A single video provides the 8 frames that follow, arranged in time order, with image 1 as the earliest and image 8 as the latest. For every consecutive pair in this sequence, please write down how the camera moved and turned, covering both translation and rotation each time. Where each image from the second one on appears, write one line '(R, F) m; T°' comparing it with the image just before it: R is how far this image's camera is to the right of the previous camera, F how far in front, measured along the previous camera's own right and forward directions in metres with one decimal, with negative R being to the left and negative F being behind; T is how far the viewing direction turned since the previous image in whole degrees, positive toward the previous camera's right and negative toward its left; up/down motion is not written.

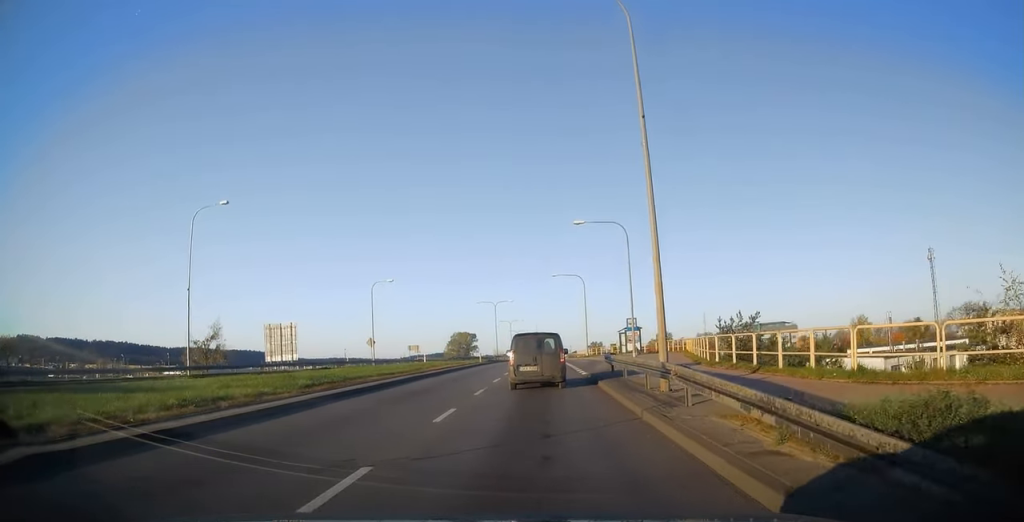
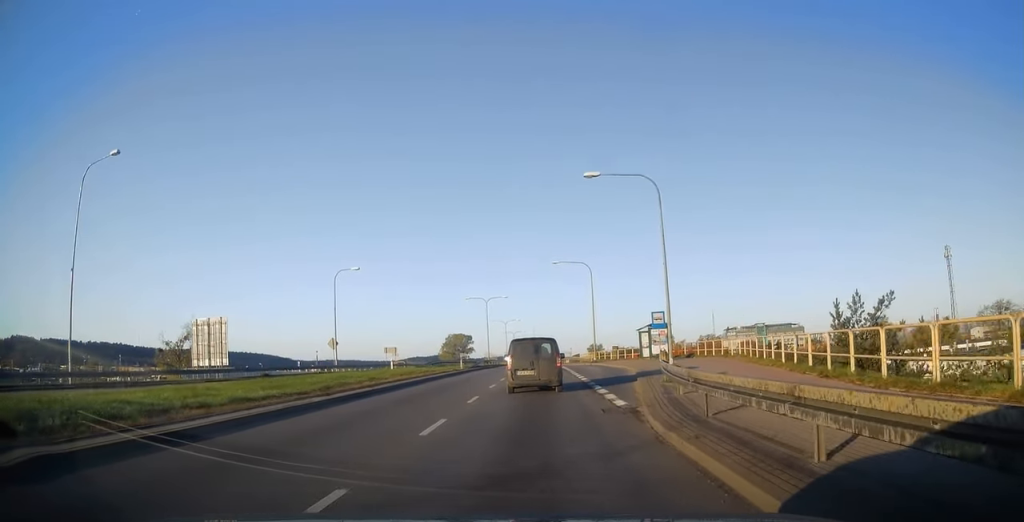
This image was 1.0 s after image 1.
(+0.3, +13.2) m; +1°
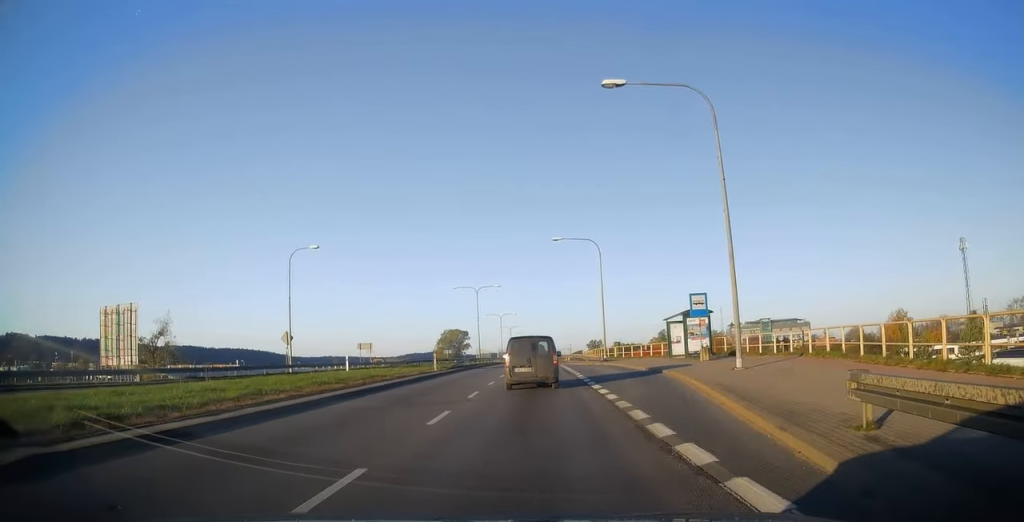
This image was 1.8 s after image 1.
(+0.1, +11.1) m; -1°
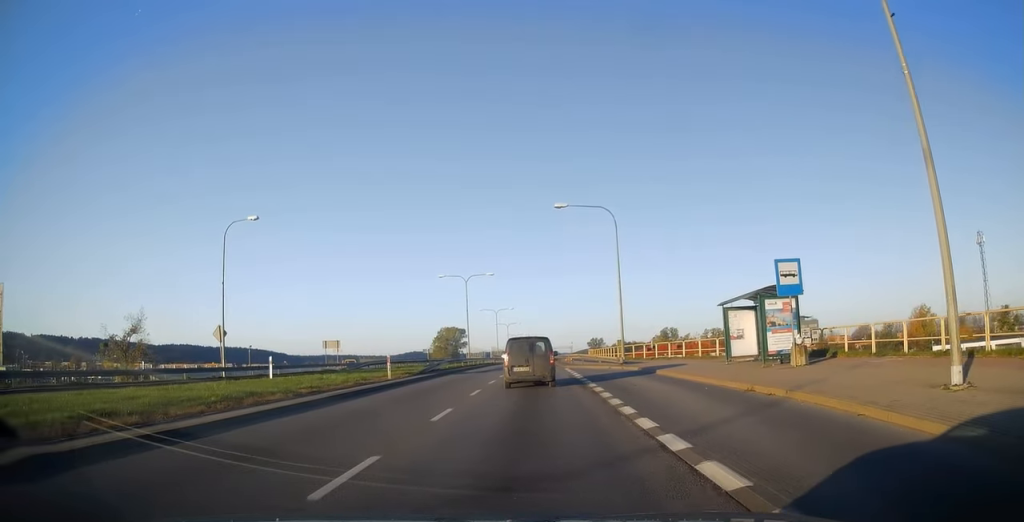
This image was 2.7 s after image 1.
(-0.2, +11.3) m; -1°
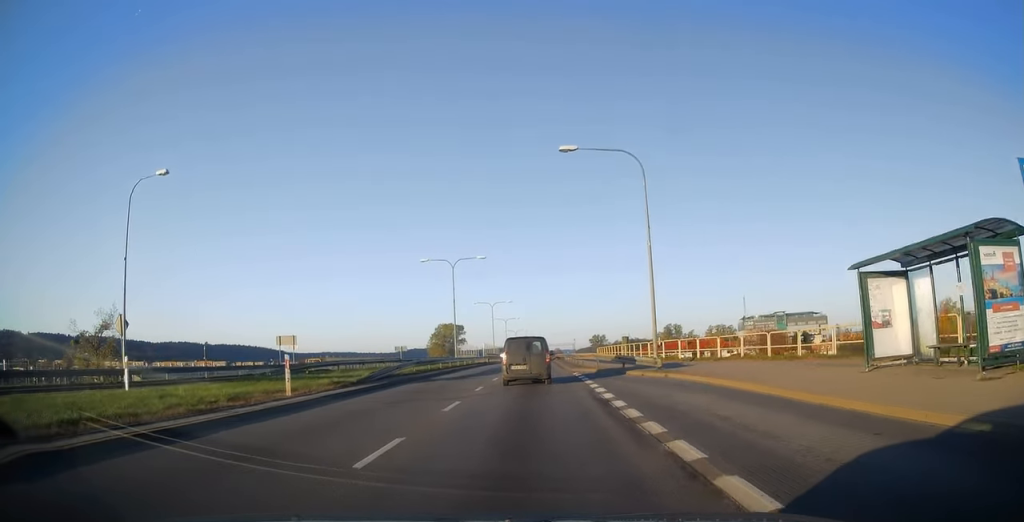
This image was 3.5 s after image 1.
(-0.1, +10.9) m; +1°
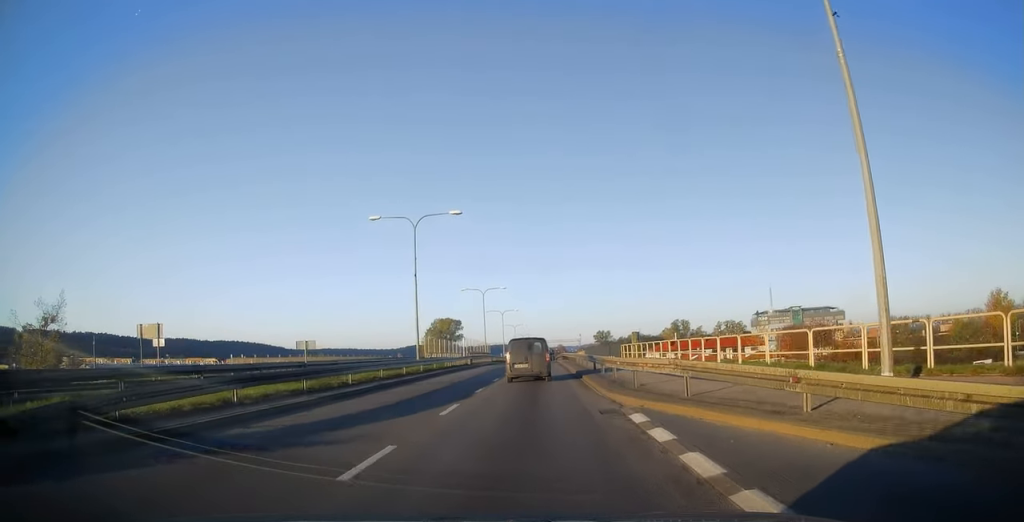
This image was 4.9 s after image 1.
(+0.4, +18.8) m; 0°
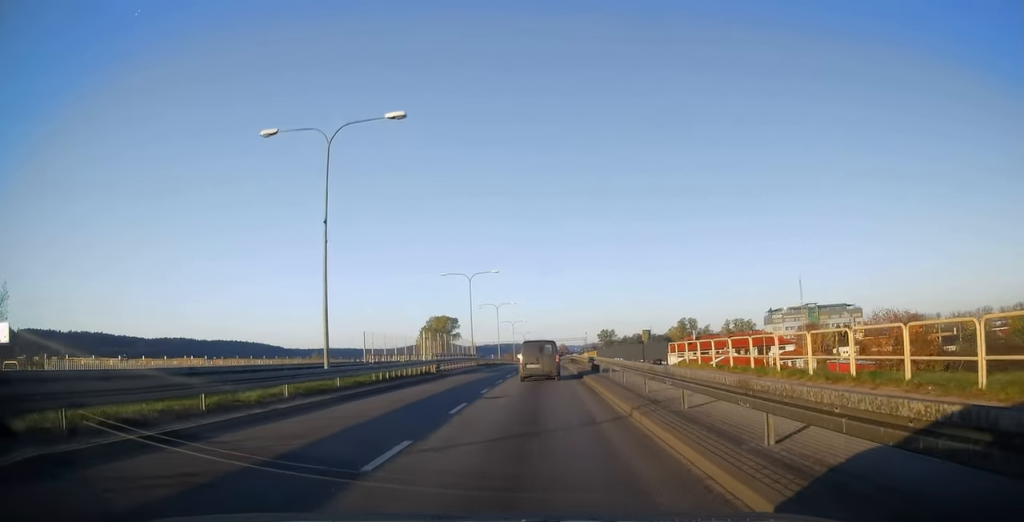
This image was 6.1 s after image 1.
(-0.5, +17.4) m; -1°
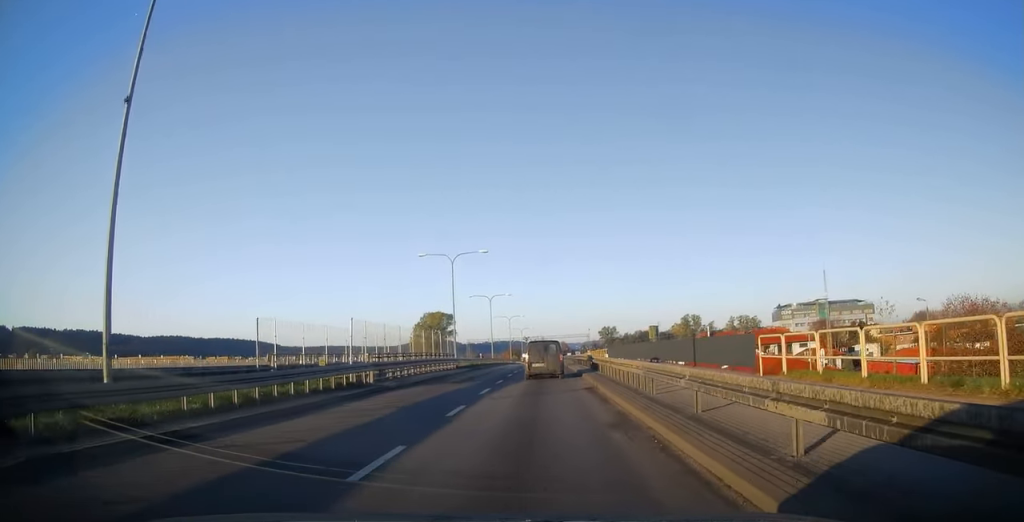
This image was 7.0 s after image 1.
(+0.3, +12.6) m; +1°
